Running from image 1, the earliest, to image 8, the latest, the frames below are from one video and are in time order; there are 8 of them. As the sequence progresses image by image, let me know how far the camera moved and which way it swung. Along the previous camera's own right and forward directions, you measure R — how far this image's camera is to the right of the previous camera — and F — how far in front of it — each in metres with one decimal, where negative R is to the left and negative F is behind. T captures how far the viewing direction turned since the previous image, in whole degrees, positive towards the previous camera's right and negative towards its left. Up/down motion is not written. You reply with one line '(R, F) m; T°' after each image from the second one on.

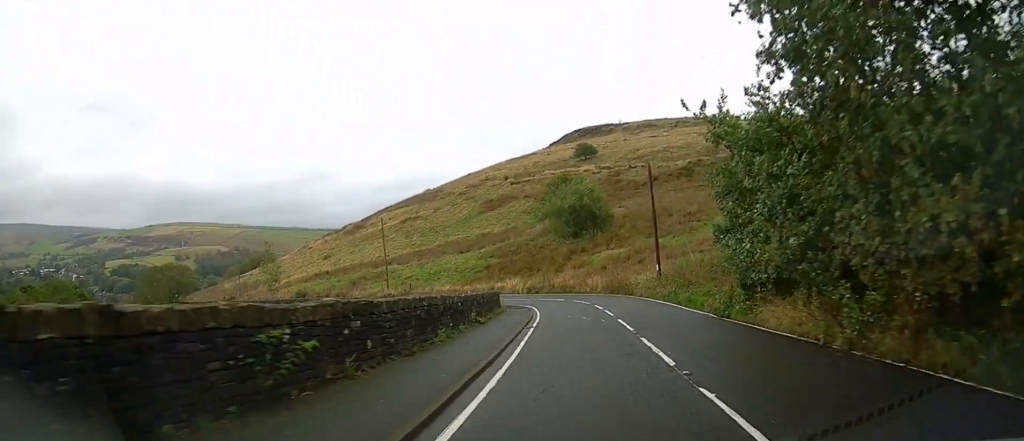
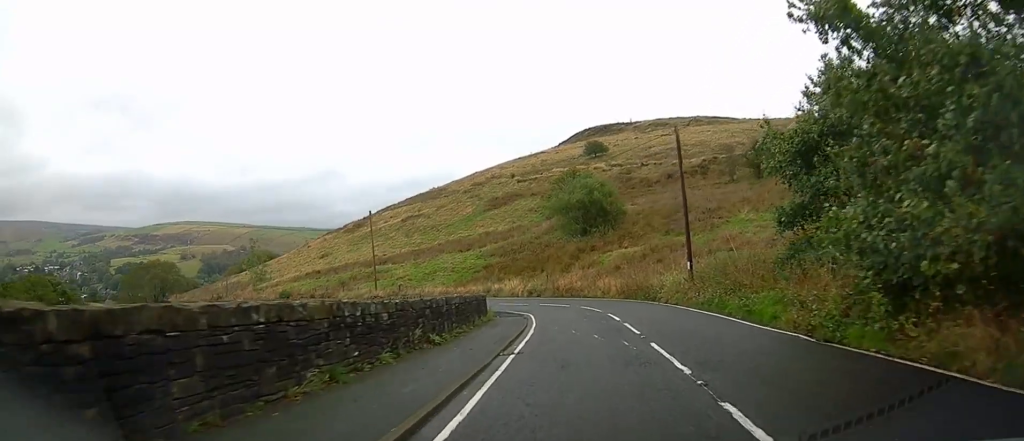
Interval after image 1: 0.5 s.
(+0.3, +6.5) m; 0°
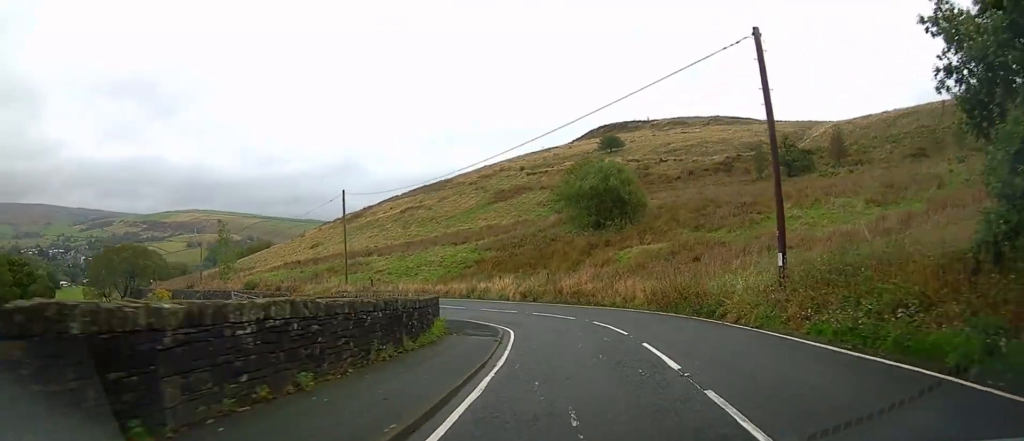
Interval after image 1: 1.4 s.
(+0.1, +10.2) m; -2°
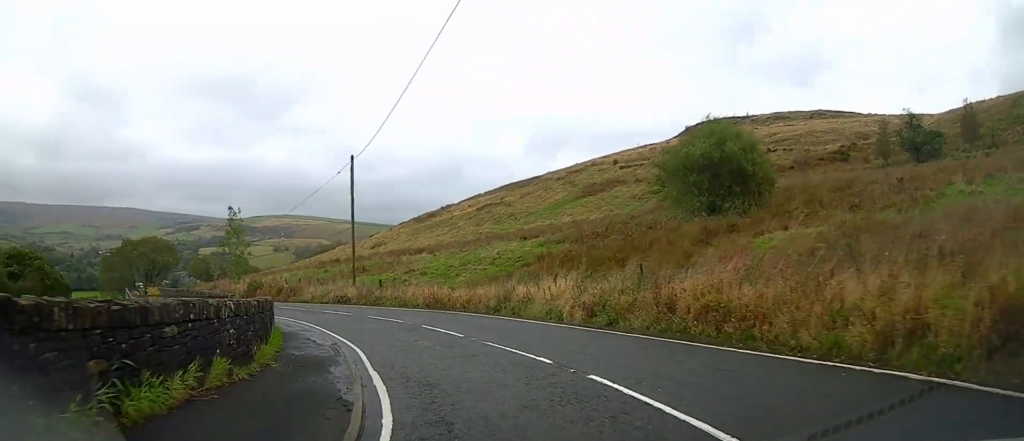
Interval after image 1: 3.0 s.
(-1.1, +17.1) m; -13°
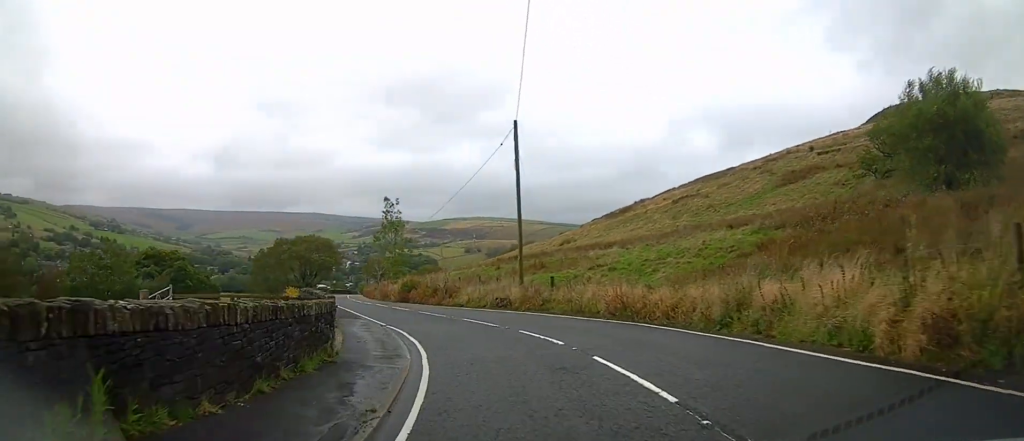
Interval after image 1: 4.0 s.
(-1.1, +8.1) m; -18°
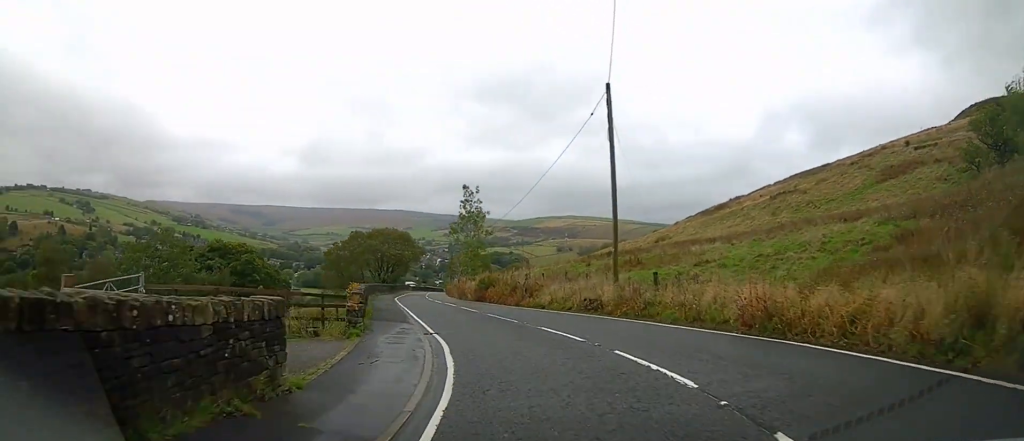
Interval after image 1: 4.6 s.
(-0.8, +4.9) m; -11°
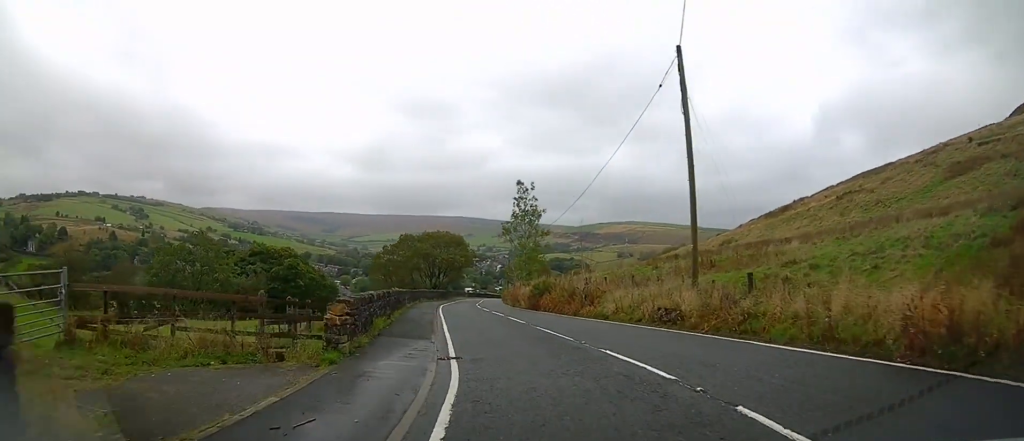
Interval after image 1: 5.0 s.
(0.0, +4.0) m; -9°
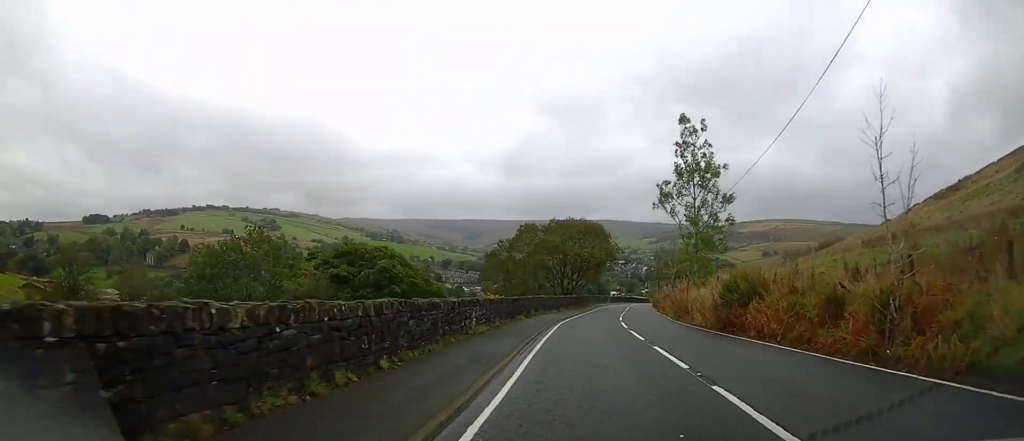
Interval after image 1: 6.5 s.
(-2.8, +15.5) m; -13°
